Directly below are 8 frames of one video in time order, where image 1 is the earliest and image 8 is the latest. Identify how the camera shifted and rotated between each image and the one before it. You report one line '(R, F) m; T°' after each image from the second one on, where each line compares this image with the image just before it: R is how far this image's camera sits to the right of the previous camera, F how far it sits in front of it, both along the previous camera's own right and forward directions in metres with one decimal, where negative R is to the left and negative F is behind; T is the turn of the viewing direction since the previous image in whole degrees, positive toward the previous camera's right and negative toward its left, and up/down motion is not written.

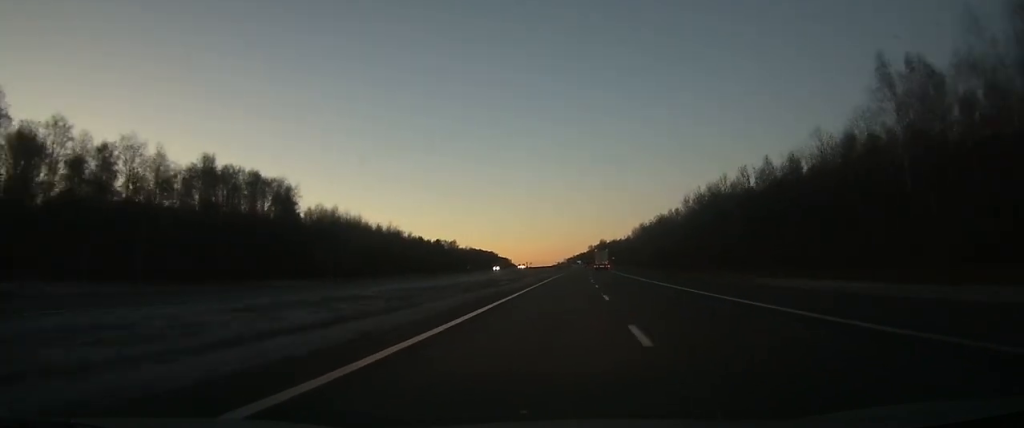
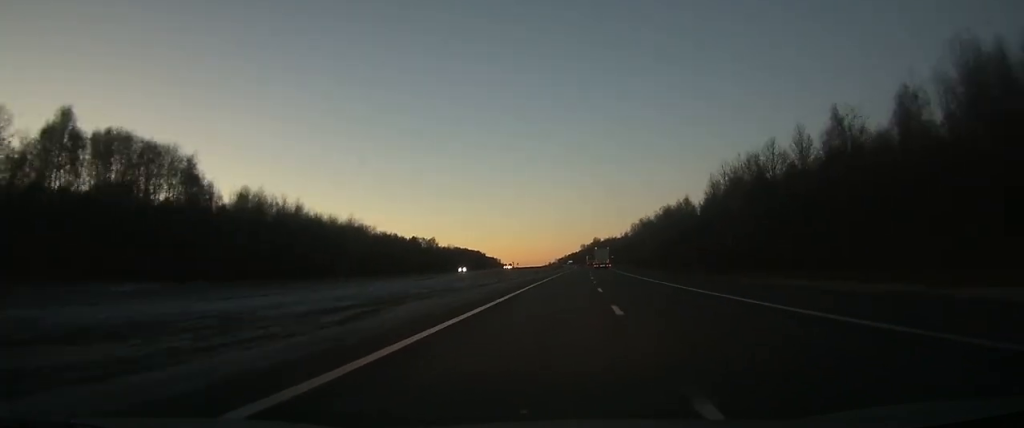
(+0.3, +42.5) m; +1°
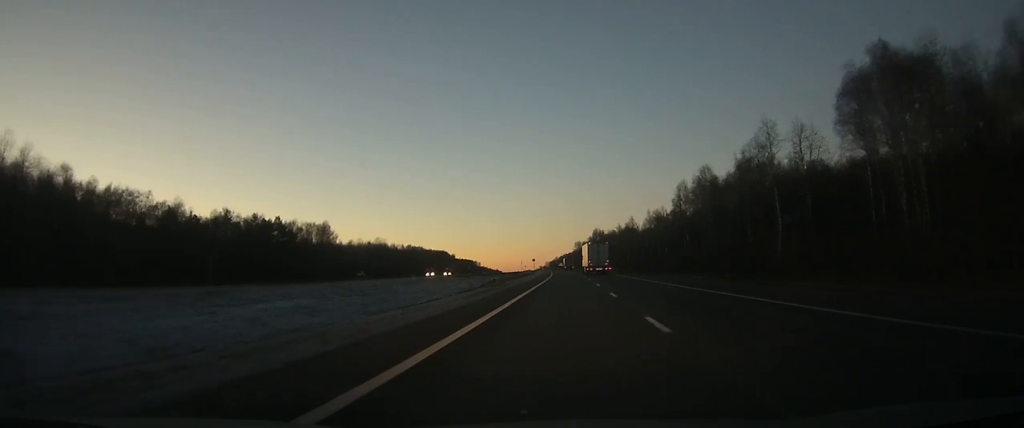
(+2.1, +170.1) m; 0°
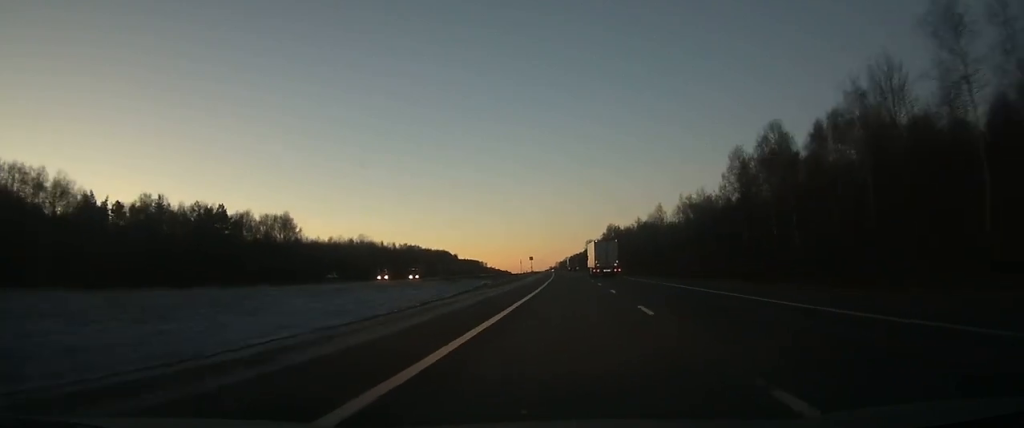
(-0.1, +43.7) m; 0°
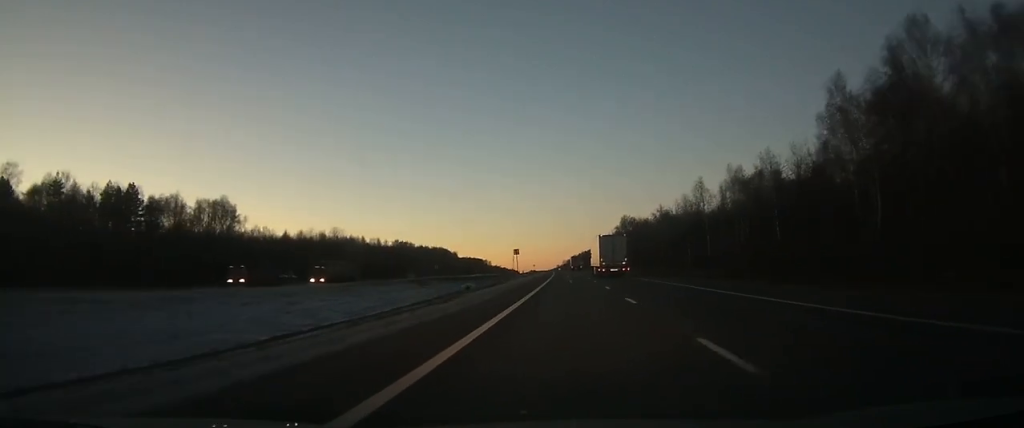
(-0.1, +43.6) m; -1°
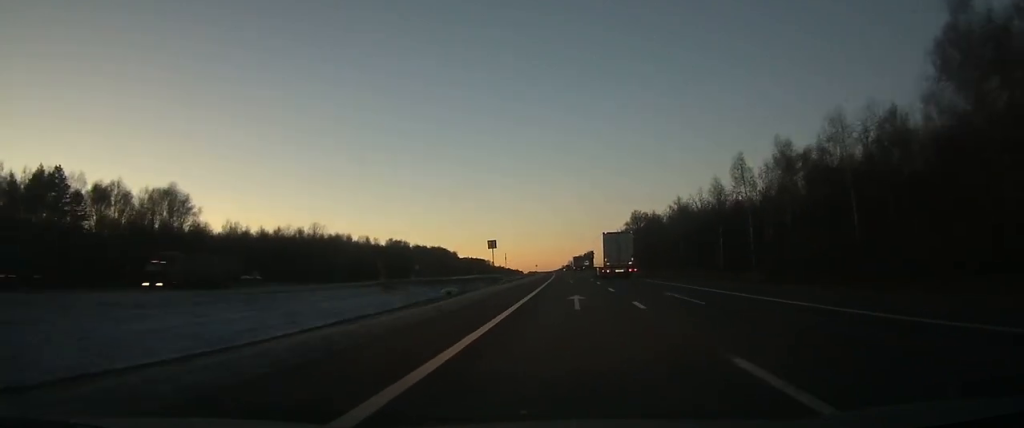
(-0.1, +25.8) m; 0°
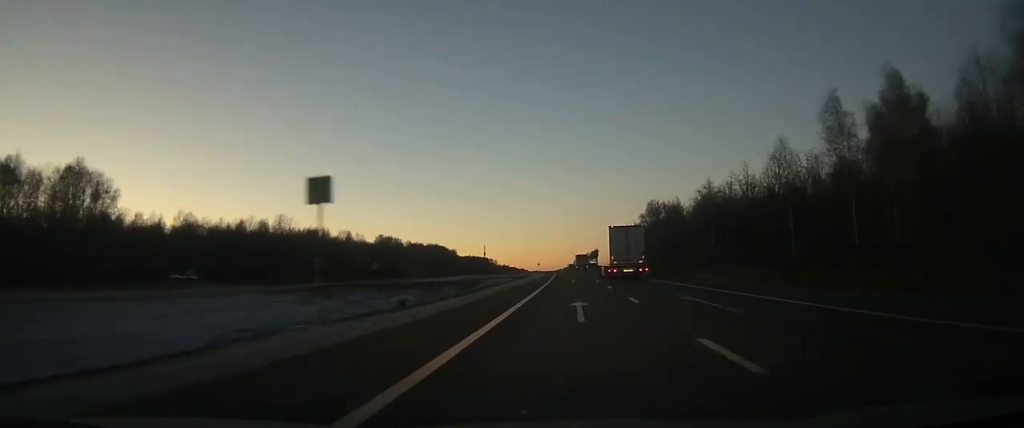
(-0.1, +33.6) m; -1°
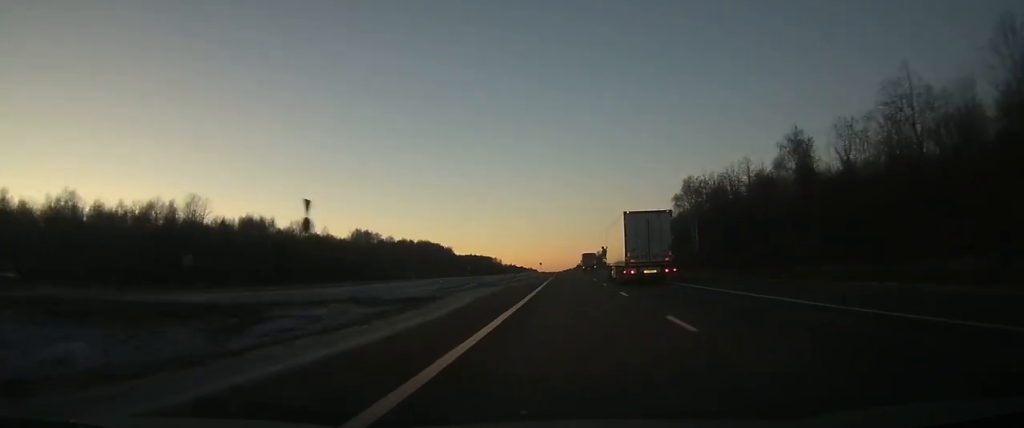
(-0.5, +55.3) m; -1°
